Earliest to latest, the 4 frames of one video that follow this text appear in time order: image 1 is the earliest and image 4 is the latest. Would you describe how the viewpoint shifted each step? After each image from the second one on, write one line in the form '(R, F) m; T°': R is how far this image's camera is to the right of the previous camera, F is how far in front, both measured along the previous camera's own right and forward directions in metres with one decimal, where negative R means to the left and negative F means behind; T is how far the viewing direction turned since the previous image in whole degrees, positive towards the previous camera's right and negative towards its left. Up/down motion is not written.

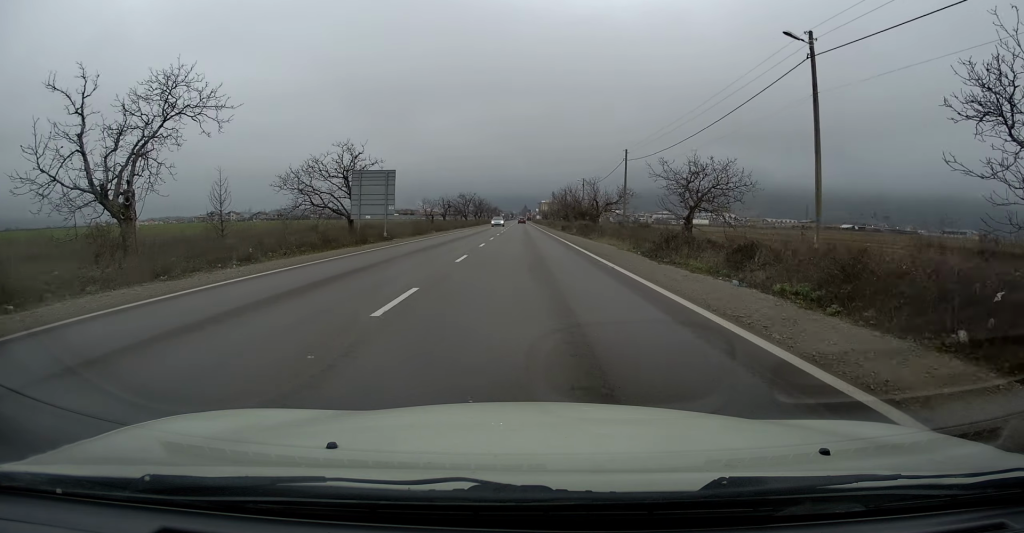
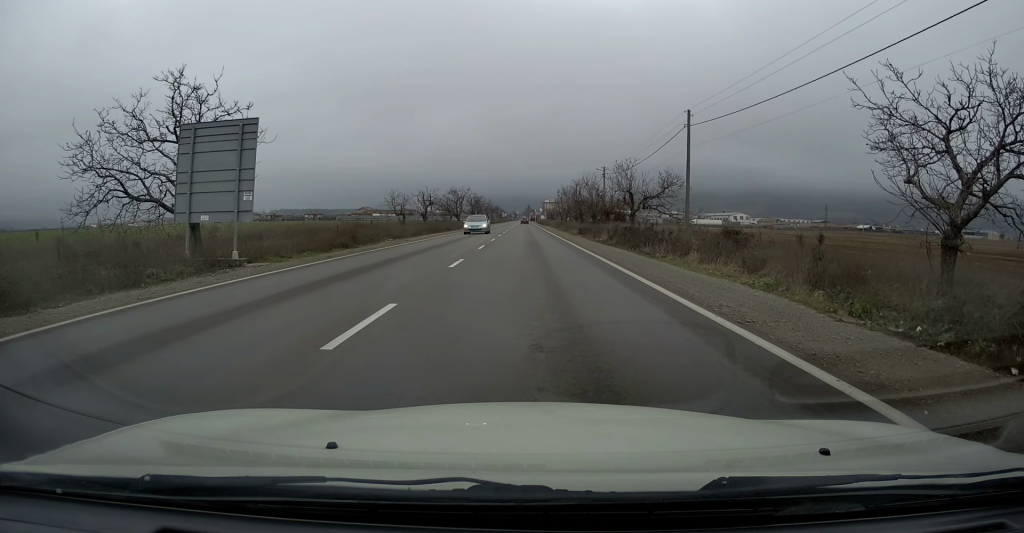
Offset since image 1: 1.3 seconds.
(-0.2, +19.5) m; 0°
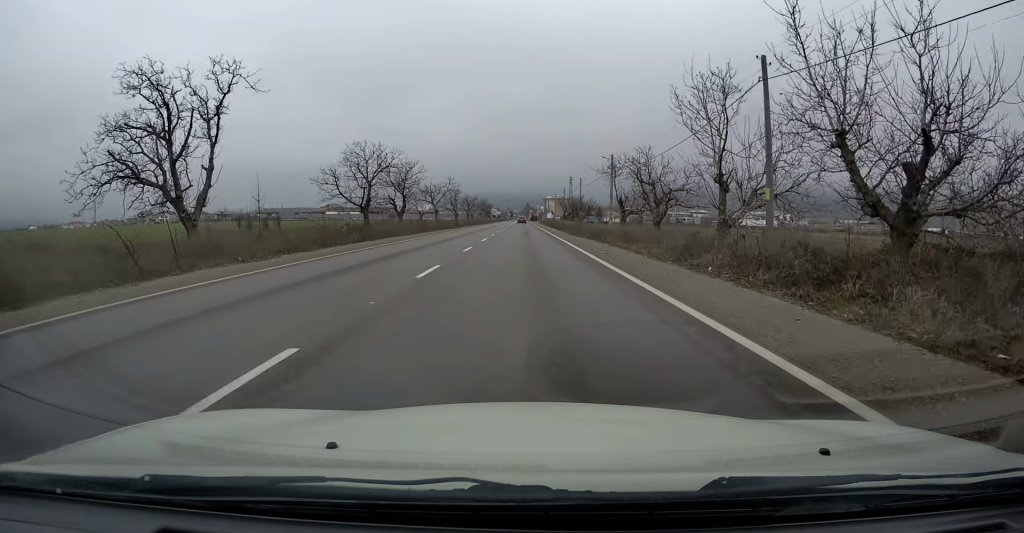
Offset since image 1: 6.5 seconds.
(+0.1, +83.5) m; -1°
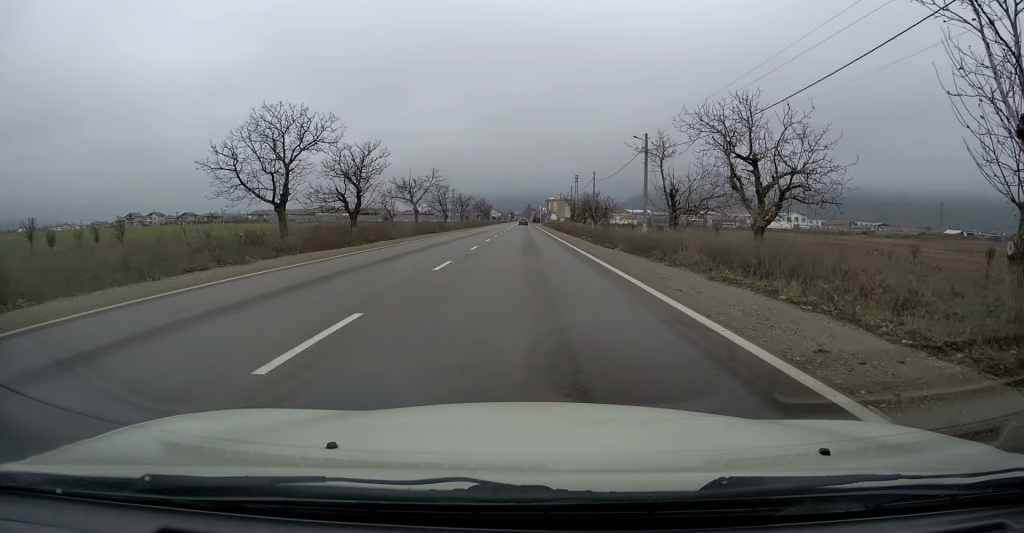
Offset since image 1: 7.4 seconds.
(-0.1, +15.8) m; 0°
